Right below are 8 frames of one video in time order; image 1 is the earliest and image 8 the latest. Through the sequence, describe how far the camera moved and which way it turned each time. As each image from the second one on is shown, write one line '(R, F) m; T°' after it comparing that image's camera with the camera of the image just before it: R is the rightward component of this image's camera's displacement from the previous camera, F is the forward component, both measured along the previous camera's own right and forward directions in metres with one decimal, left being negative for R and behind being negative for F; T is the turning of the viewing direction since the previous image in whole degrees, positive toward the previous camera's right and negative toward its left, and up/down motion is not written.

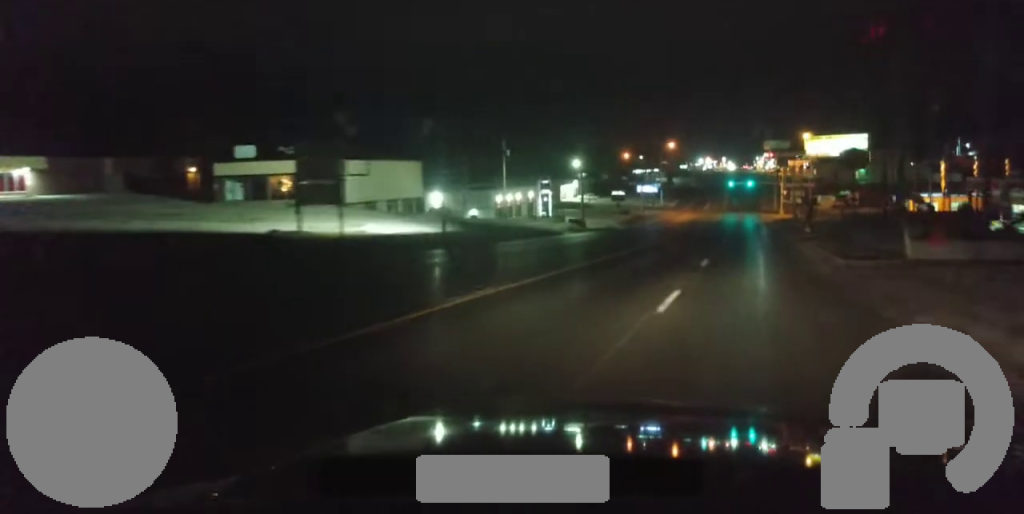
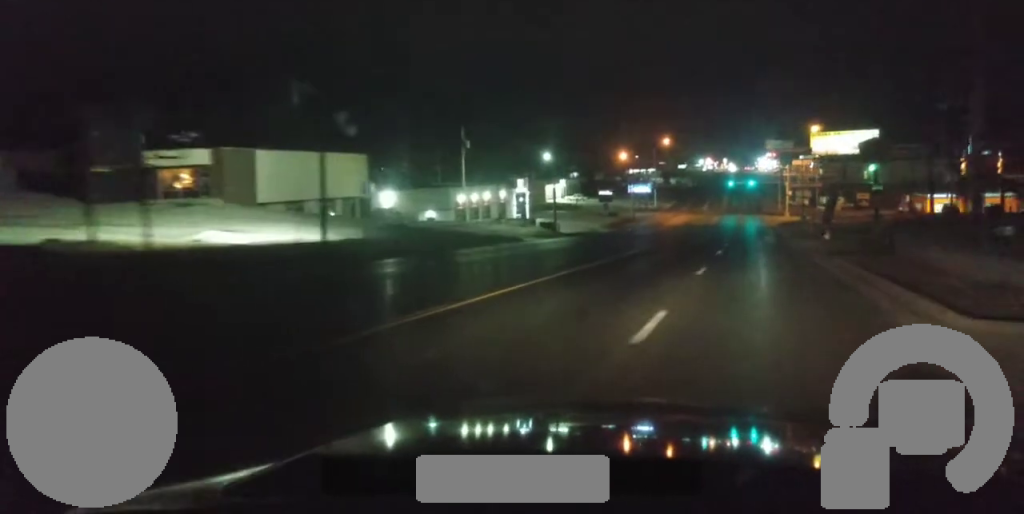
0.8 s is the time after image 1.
(0.0, +15.0) m; 0°
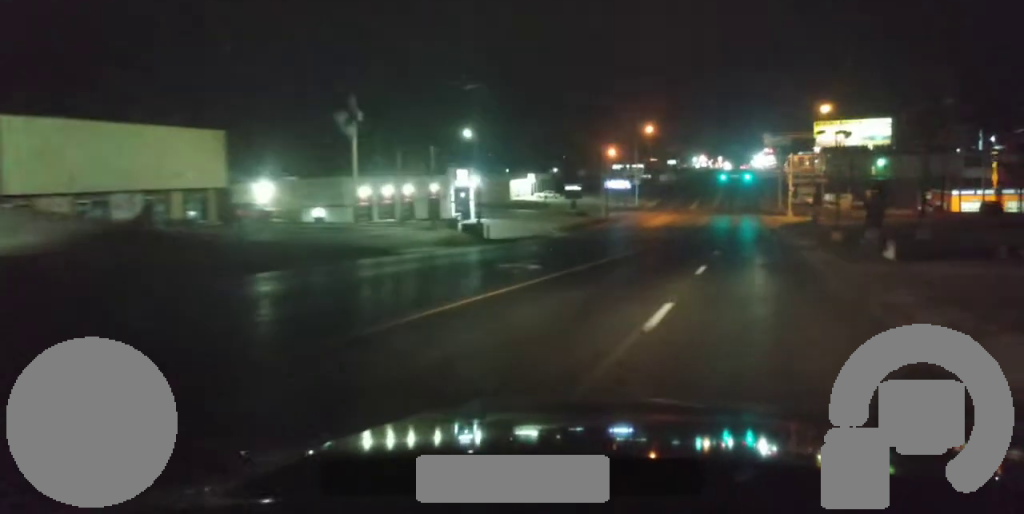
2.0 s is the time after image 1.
(0.0, +22.8) m; +1°
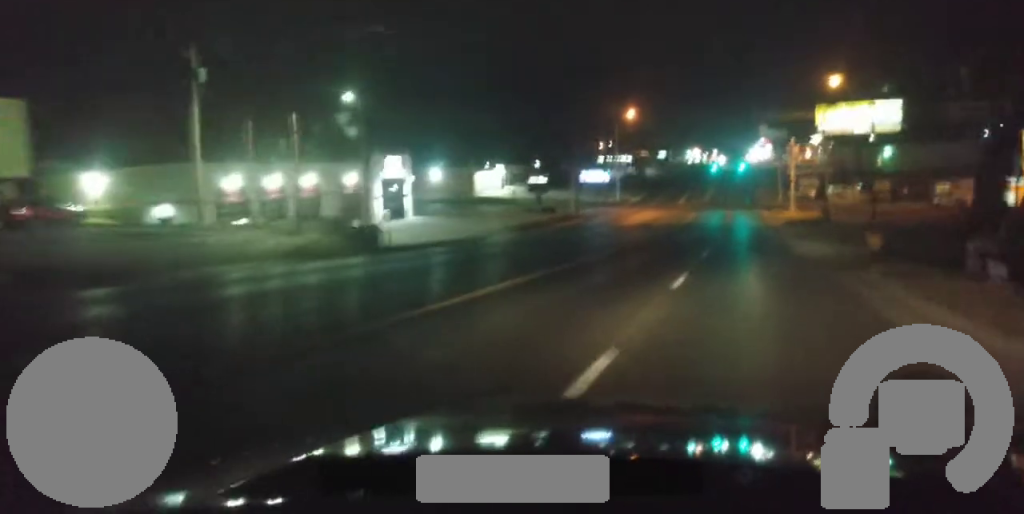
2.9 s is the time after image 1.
(+0.2, +17.4) m; 0°
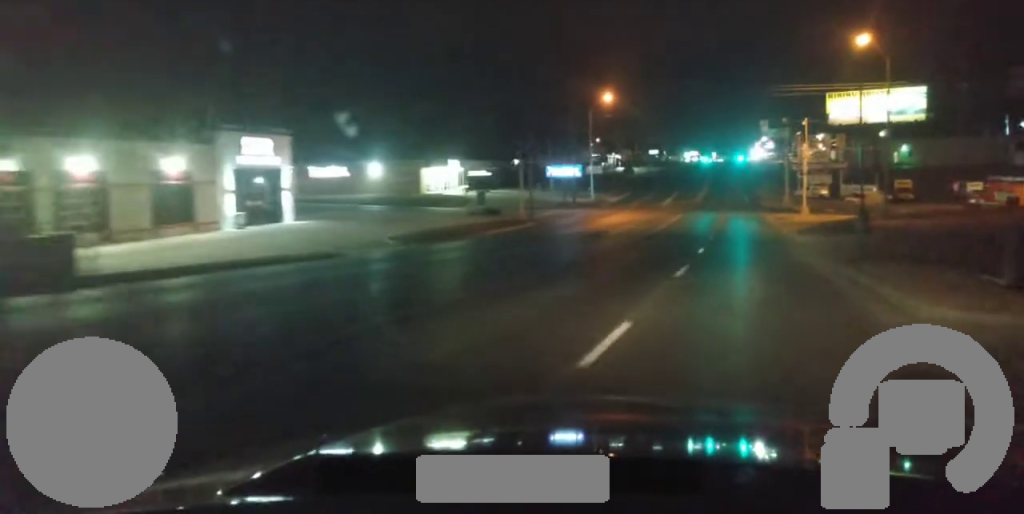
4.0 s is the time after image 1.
(-0.3, +20.7) m; 0°
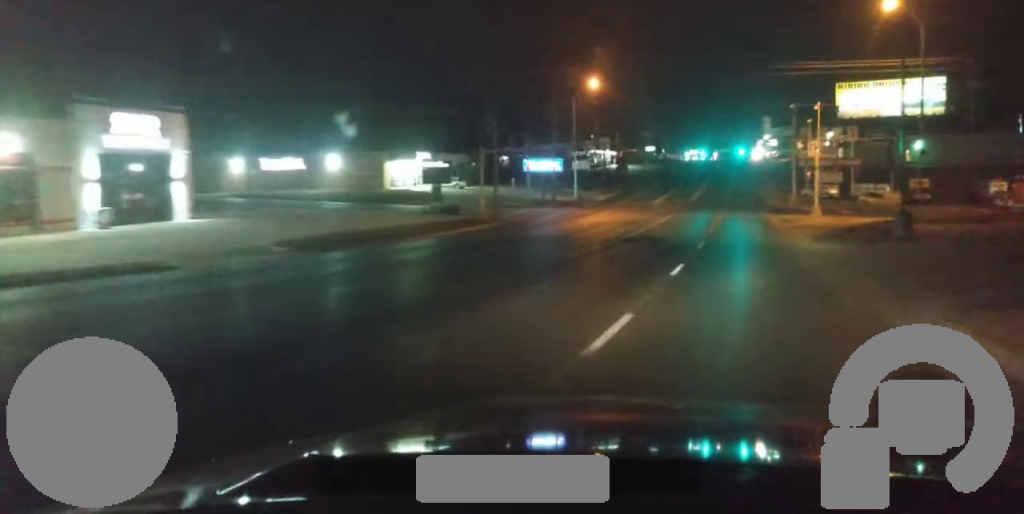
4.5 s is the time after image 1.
(0.0, +11.1) m; 0°
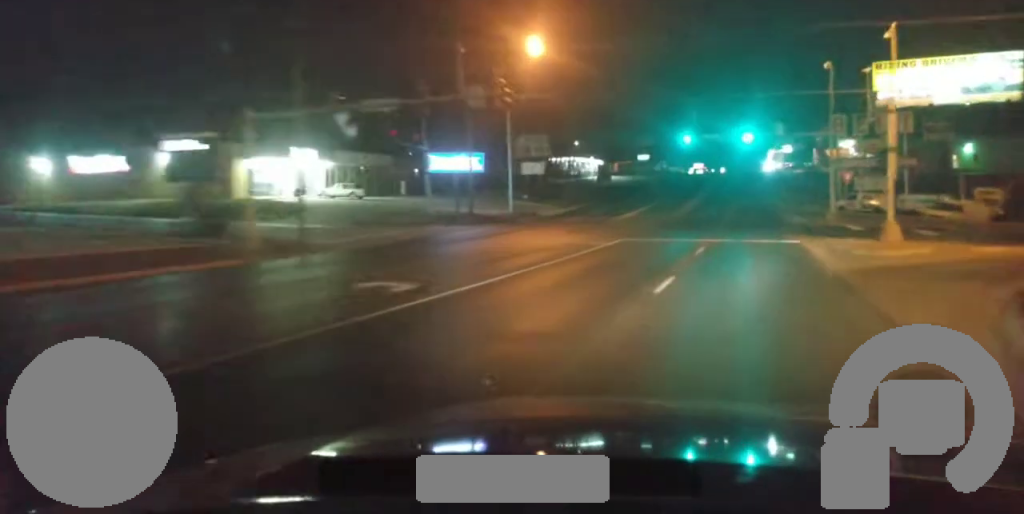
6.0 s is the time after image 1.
(+0.3, +28.8) m; +1°
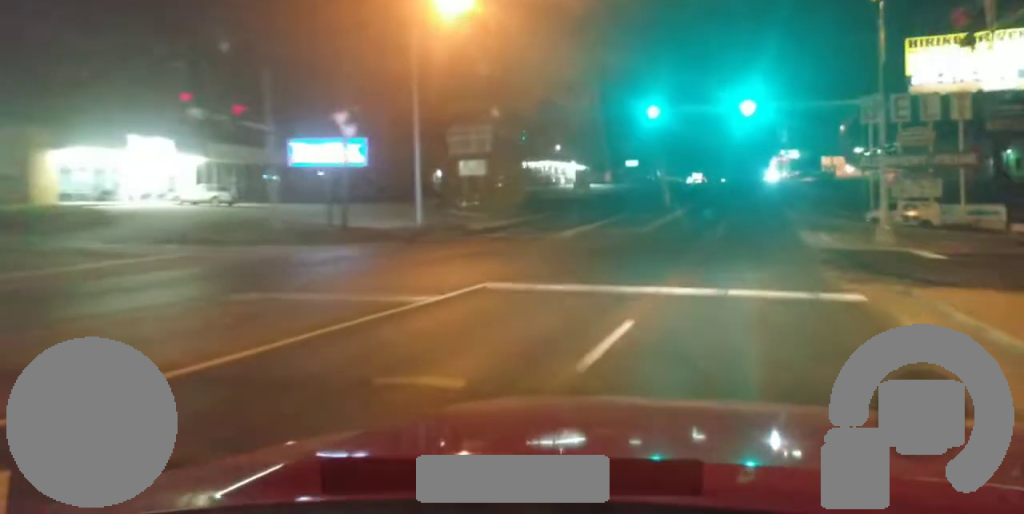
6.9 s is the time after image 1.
(0.0, +18.5) m; -1°
